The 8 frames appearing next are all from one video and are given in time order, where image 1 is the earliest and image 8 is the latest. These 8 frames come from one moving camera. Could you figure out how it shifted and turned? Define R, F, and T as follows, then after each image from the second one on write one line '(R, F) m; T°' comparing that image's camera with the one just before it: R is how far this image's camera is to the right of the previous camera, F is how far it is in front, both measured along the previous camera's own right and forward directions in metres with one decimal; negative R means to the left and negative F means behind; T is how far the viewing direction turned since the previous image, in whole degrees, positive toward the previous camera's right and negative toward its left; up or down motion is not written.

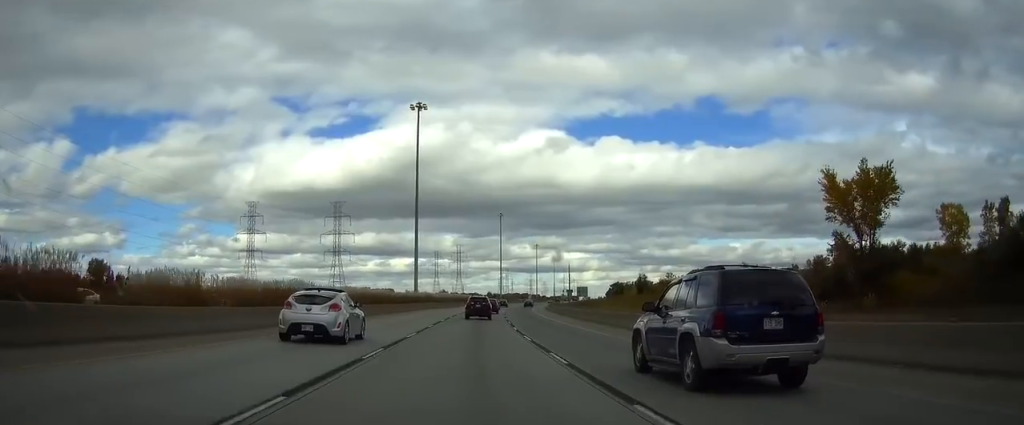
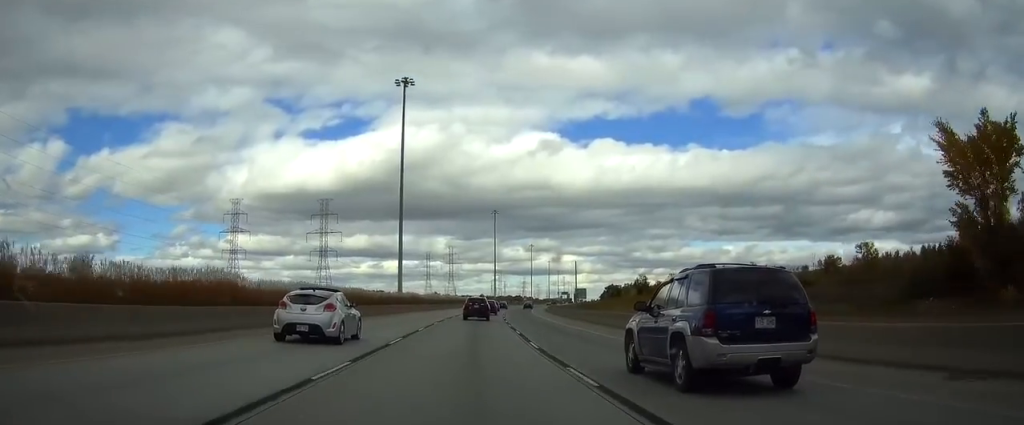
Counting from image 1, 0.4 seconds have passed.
(0.0, +12.2) m; 0°
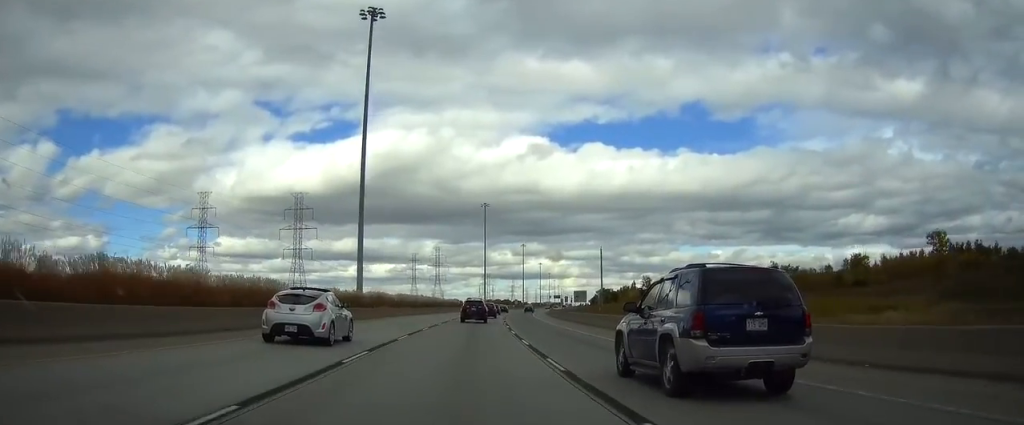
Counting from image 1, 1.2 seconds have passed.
(0.0, +22.6) m; 0°
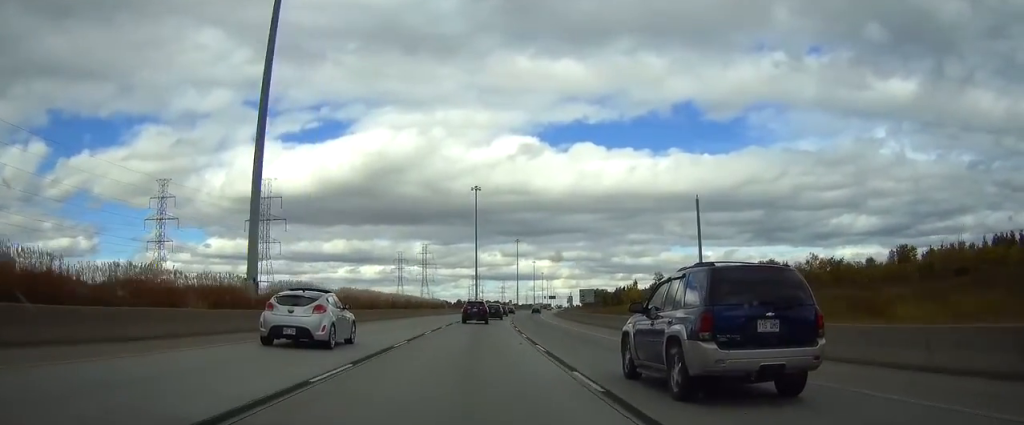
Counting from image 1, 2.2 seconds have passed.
(0.0, +28.2) m; 0°
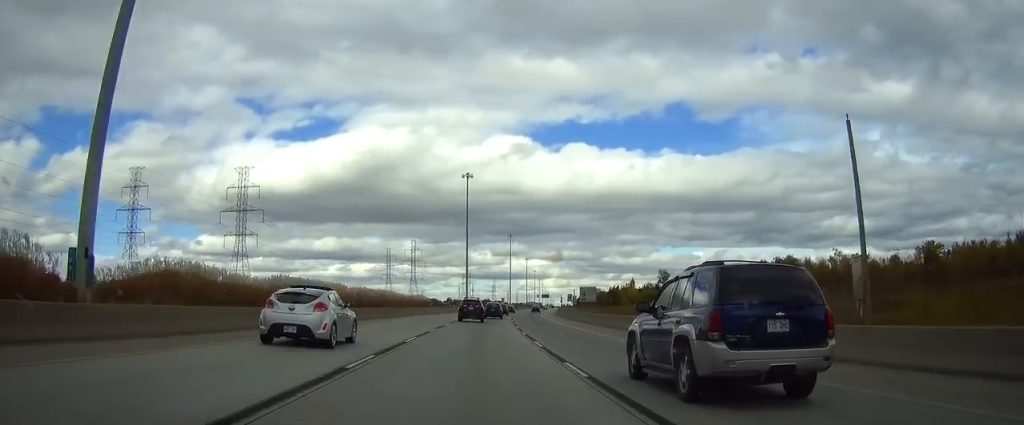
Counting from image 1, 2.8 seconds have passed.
(0.0, +15.1) m; 0°
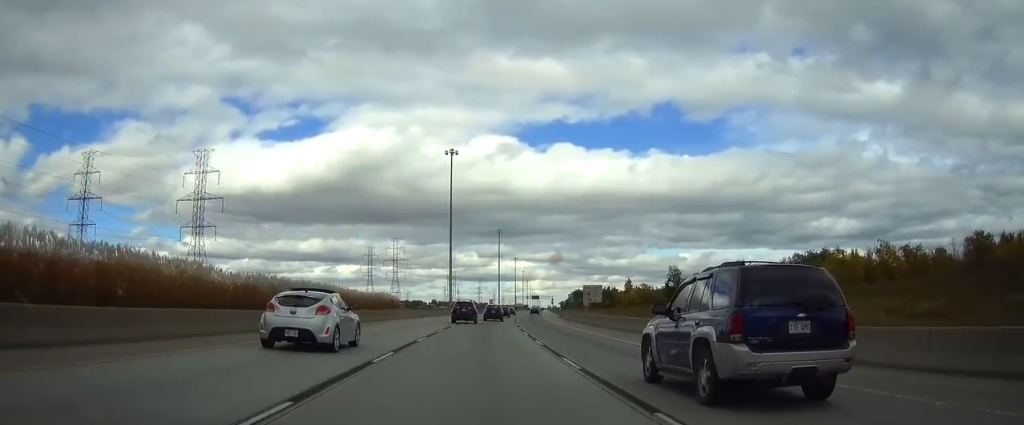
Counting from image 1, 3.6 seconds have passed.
(0.0, +23.5) m; 0°
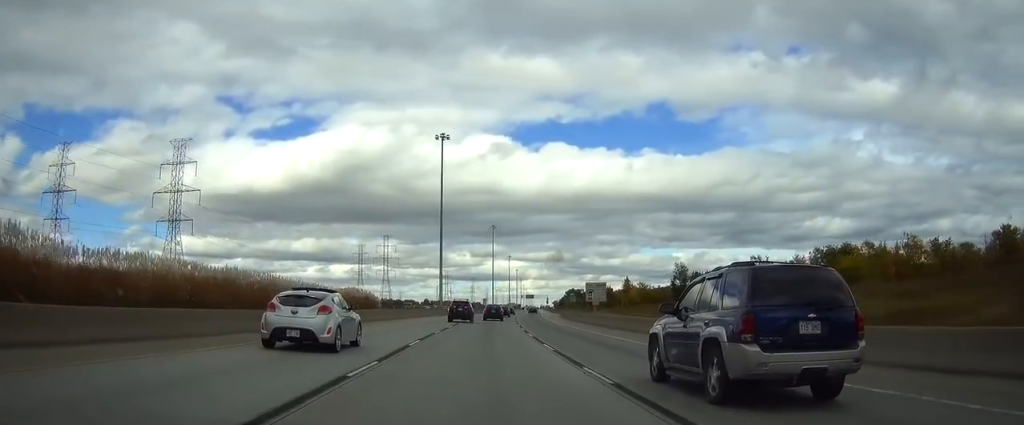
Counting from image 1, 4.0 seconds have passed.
(0.0, +11.3) m; 0°
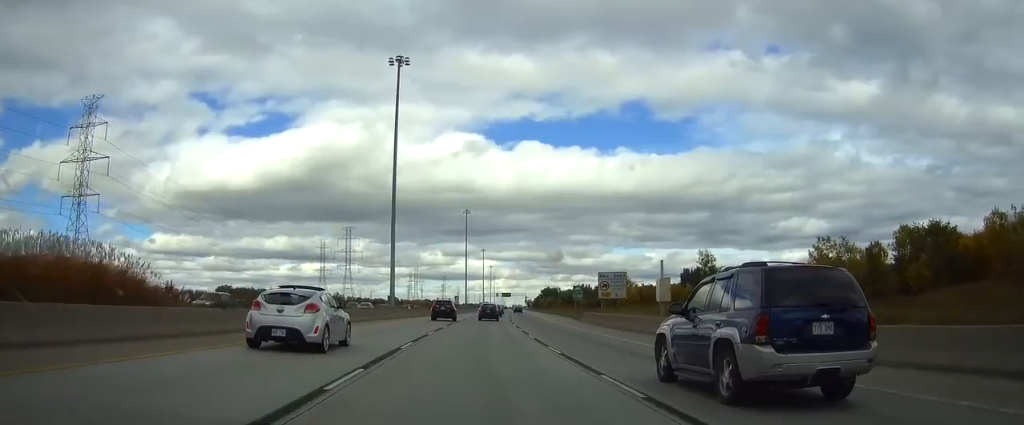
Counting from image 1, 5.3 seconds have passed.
(0.0, +35.7) m; 0°
